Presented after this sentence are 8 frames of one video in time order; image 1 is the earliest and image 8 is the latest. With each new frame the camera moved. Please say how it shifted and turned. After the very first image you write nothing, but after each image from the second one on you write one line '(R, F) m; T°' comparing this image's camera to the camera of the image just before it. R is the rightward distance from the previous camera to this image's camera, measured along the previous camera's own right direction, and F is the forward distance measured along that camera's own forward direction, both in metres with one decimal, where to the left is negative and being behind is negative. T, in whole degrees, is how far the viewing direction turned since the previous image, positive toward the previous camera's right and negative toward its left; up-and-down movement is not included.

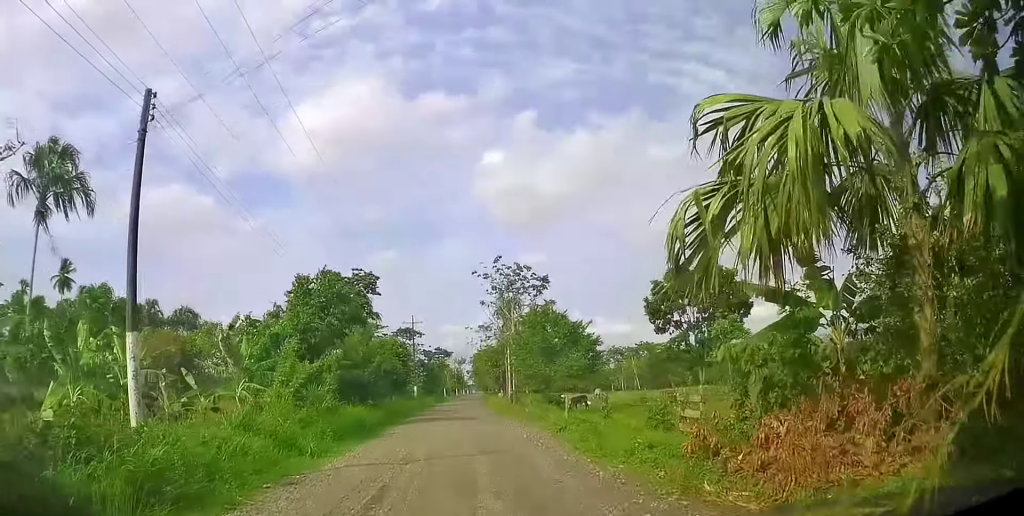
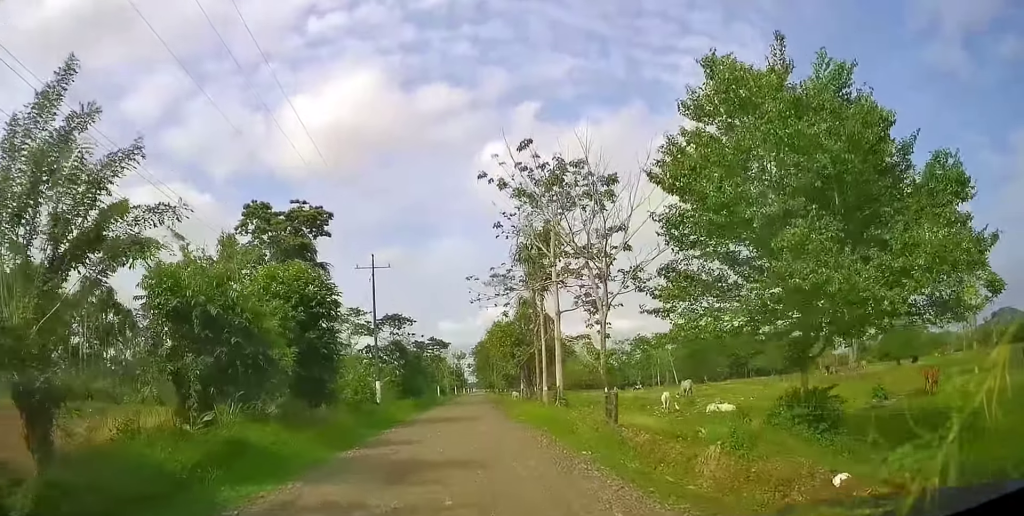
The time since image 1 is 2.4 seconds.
(+1.5, +30.1) m; 0°
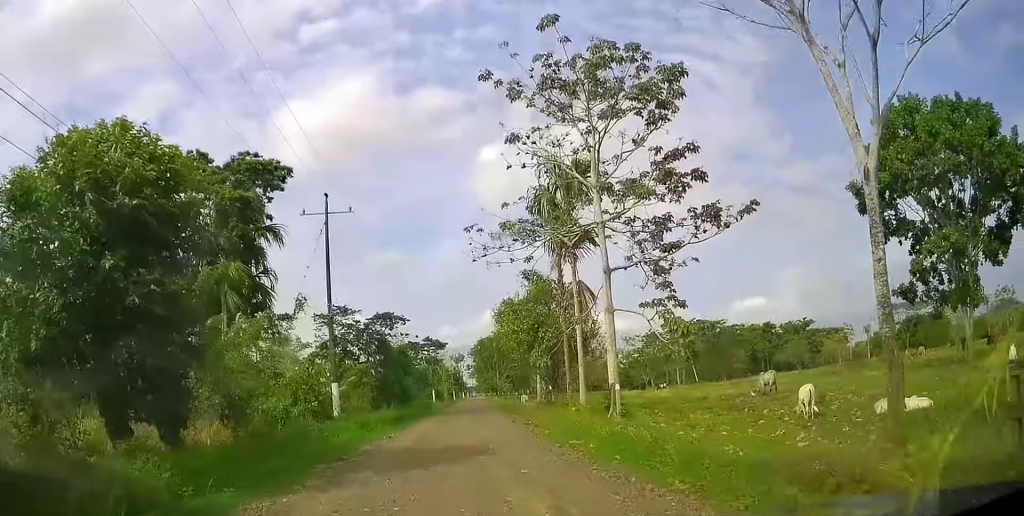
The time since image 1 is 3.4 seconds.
(-0.4, +12.8) m; -1°
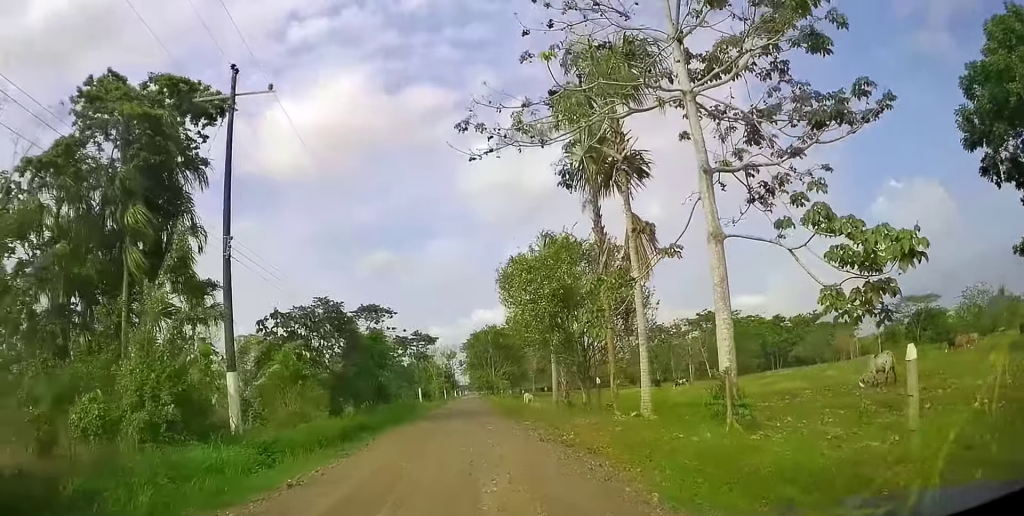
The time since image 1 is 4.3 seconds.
(+0.2, +10.9) m; +1°
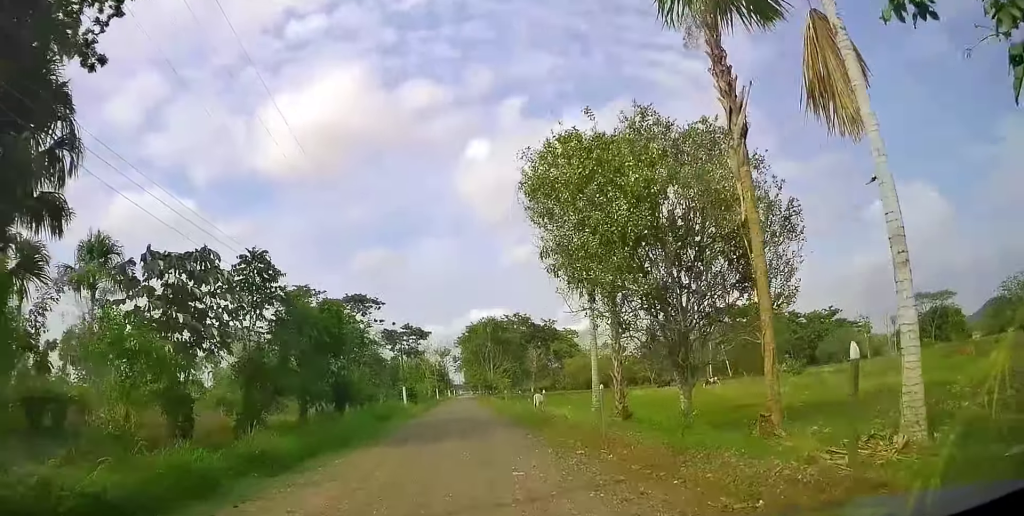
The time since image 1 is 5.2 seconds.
(+0.1, +11.8) m; +1°
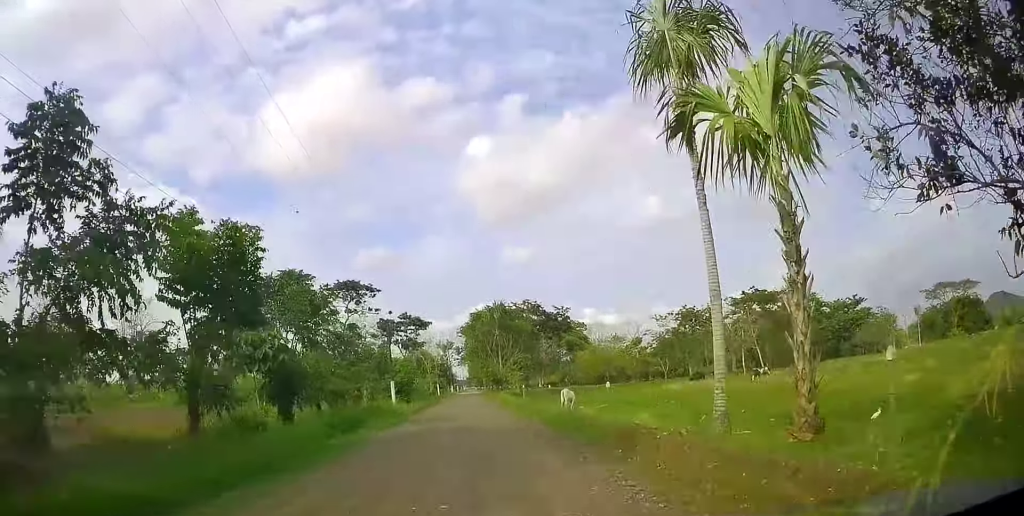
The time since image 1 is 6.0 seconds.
(0.0, +11.1) m; -1°
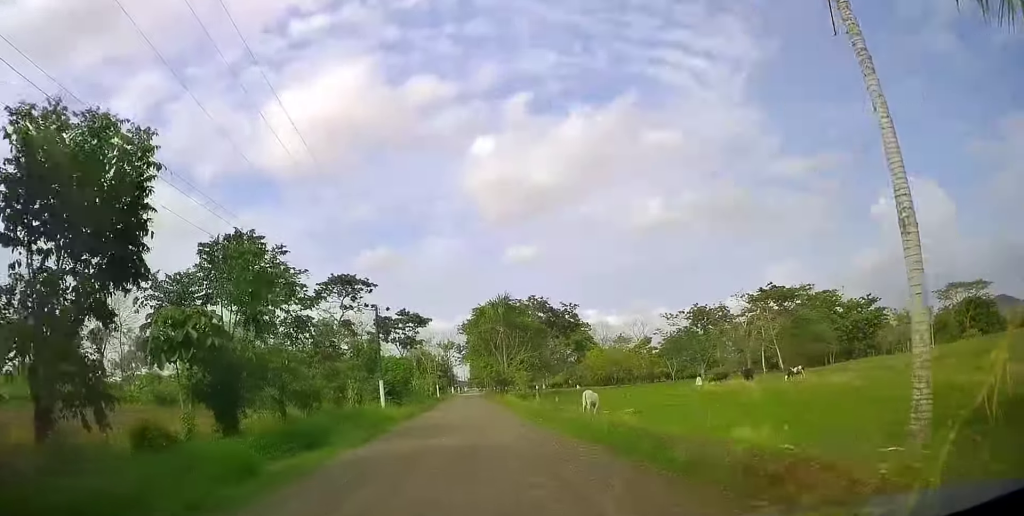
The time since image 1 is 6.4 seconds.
(+0.1, +6.0) m; -1°
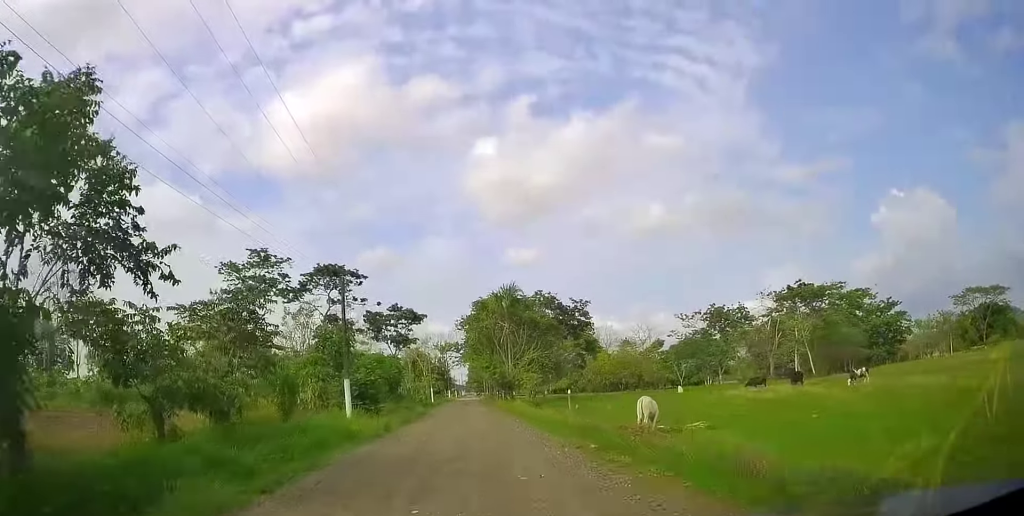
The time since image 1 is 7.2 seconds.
(-0.2, +9.5) m; 0°
